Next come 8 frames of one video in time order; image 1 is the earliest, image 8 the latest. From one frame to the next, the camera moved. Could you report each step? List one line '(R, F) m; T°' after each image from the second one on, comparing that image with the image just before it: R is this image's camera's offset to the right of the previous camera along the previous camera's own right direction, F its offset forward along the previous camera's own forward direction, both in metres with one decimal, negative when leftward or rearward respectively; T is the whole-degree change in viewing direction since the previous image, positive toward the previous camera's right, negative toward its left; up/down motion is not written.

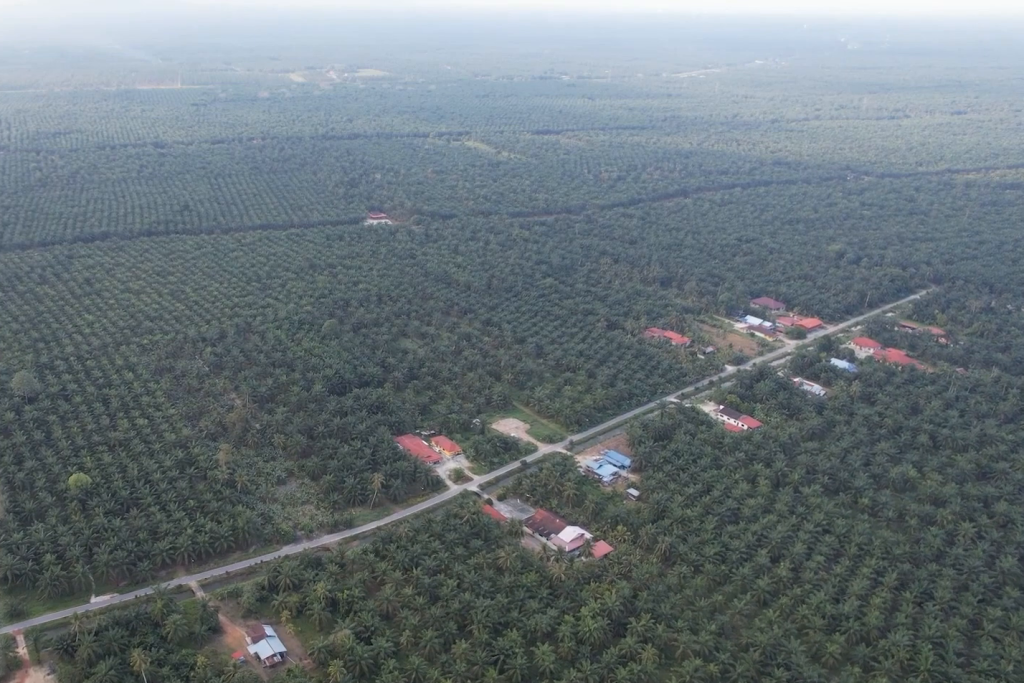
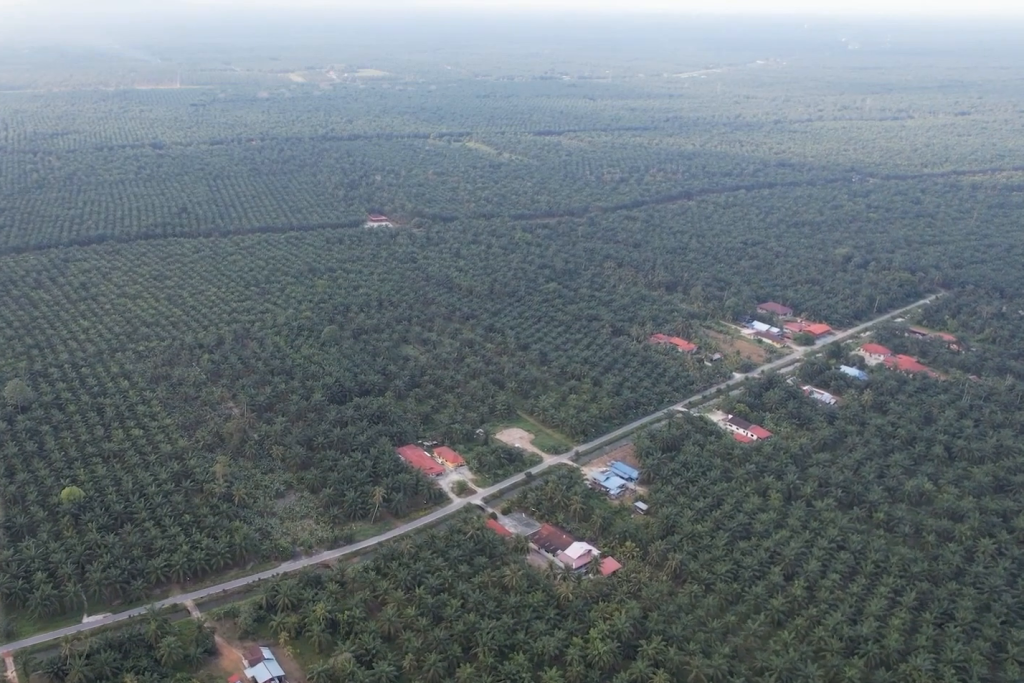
(0.0, +12.0) m; 0°
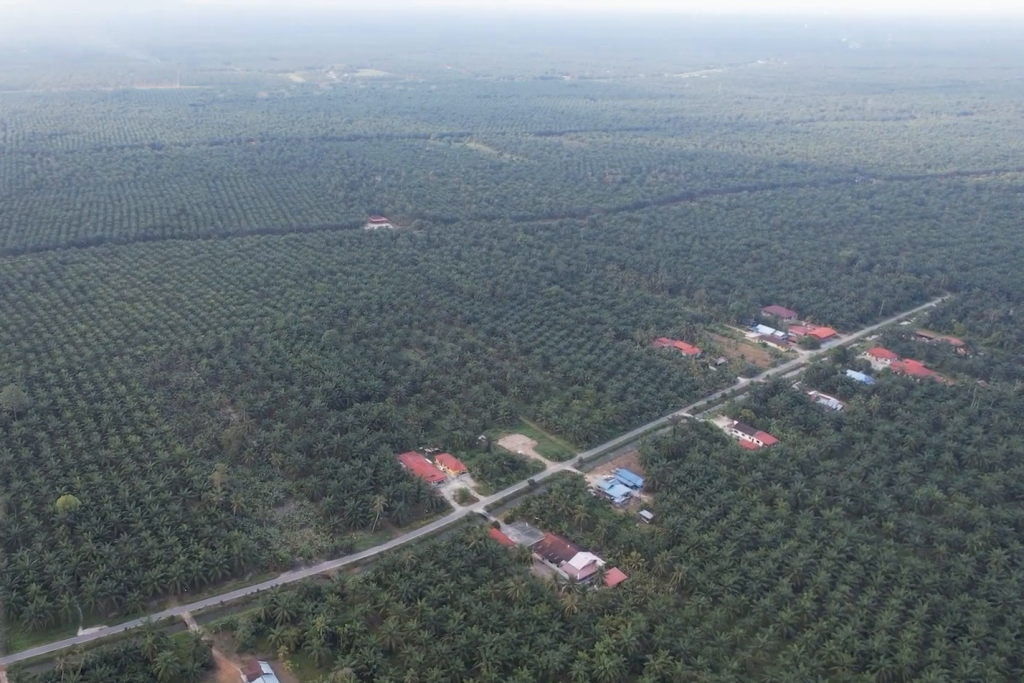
(0.0, +7.2) m; 0°
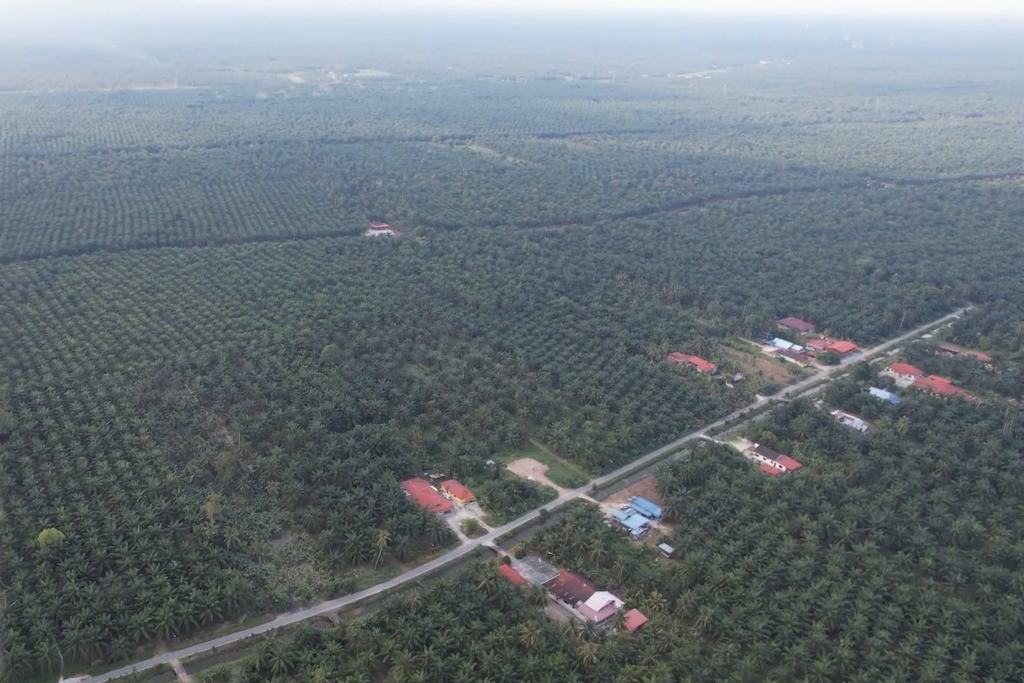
(0.0, +25.7) m; 0°
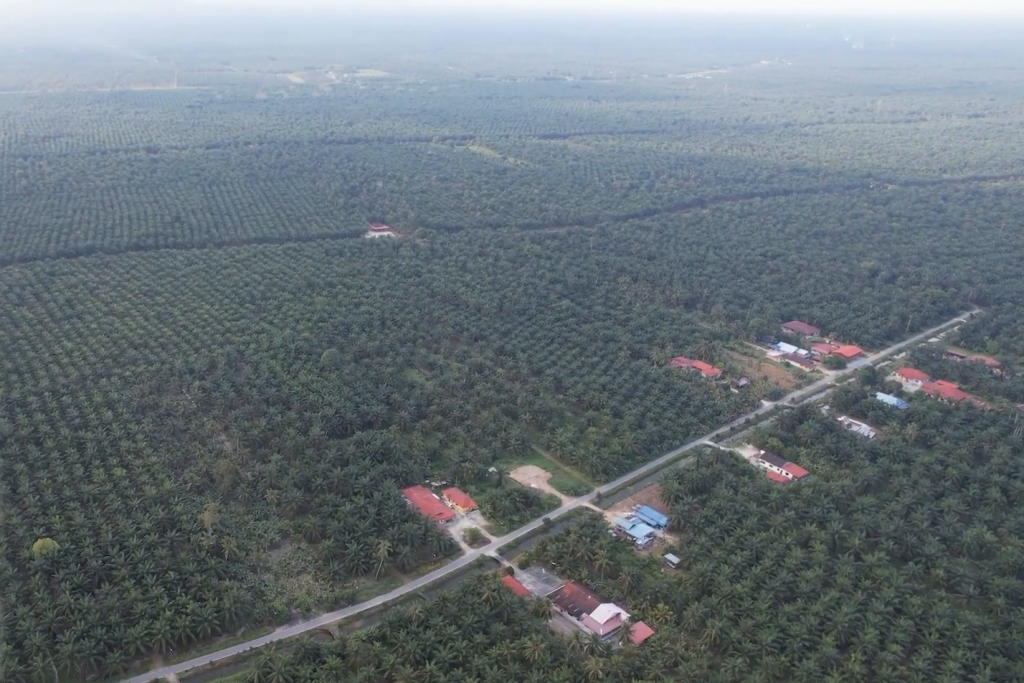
(0.0, +7.2) m; 0°
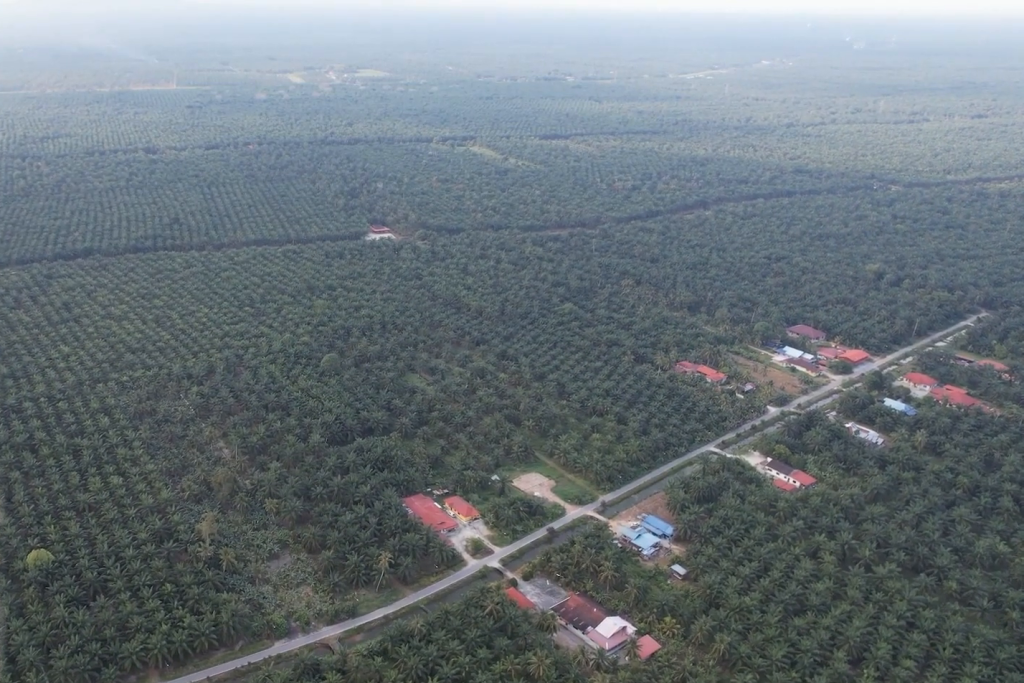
(0.0, +7.8) m; 0°
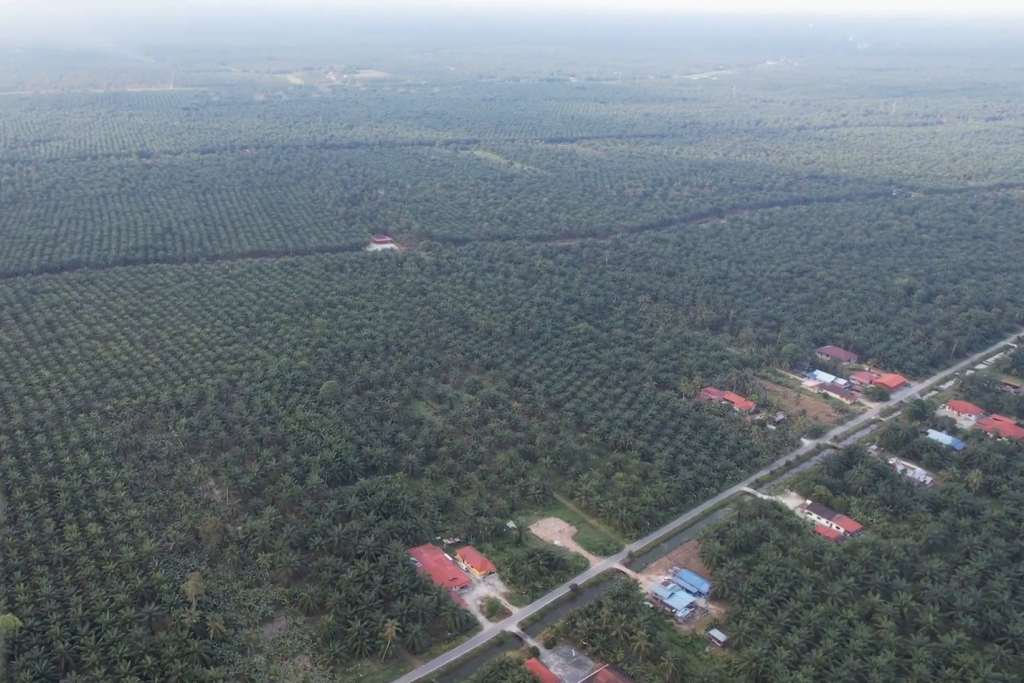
(0.0, +40.0) m; 0°
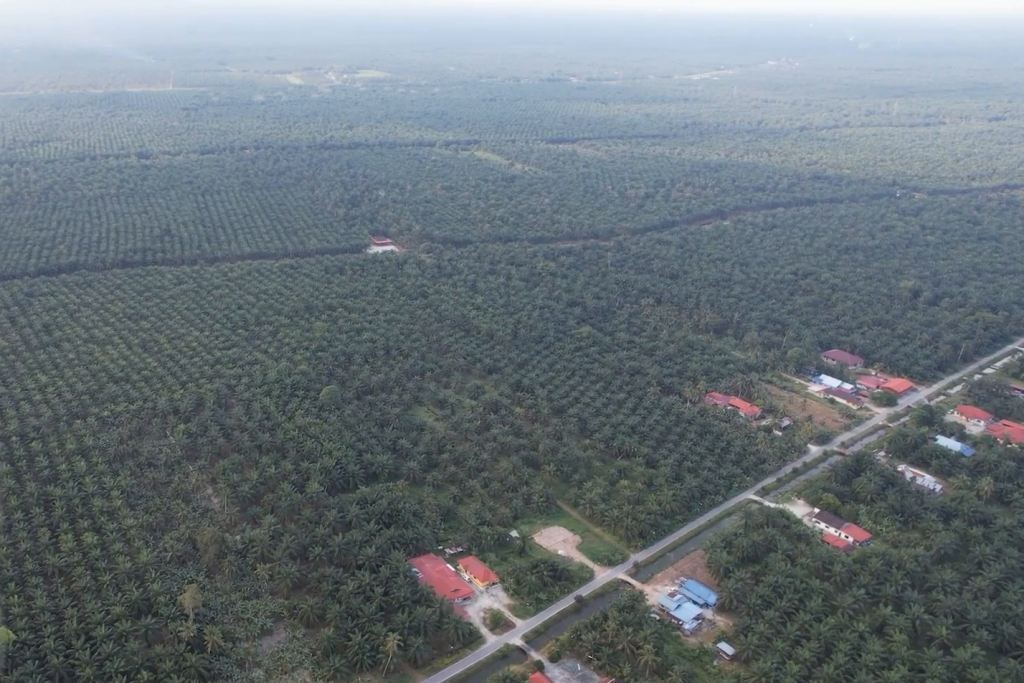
(0.0, +7.2) m; 0°
